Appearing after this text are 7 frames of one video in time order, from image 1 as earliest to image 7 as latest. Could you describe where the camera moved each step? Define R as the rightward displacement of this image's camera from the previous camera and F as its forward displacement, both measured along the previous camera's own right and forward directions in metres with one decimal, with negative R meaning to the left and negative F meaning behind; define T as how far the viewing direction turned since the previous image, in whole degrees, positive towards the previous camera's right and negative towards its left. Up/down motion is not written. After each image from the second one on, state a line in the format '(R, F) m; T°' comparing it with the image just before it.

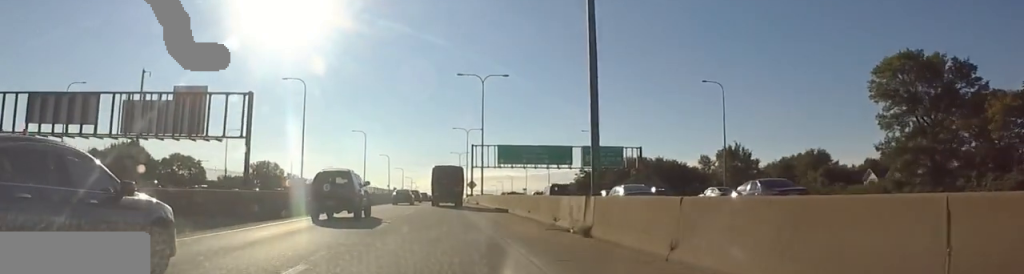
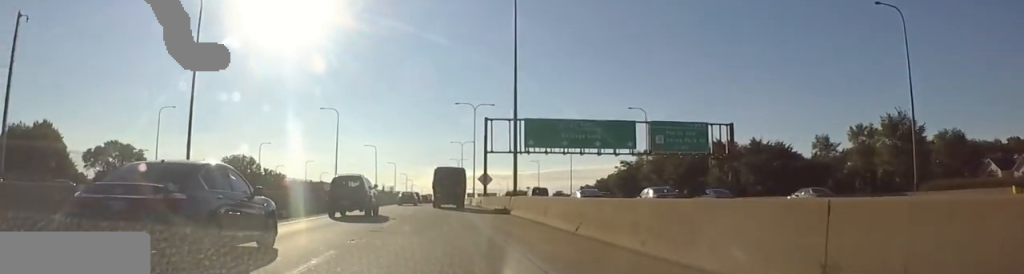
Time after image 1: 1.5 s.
(+0.1, +35.1) m; -1°
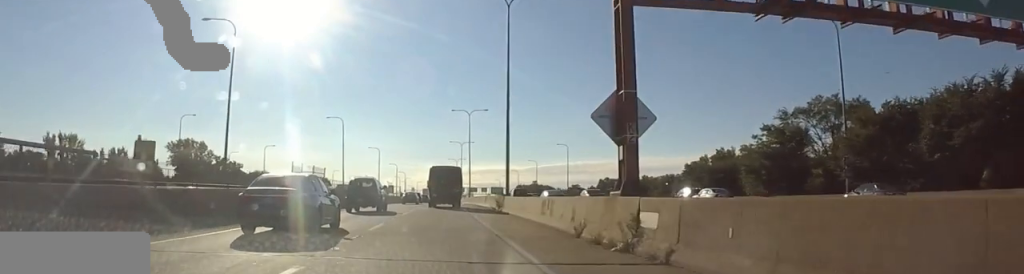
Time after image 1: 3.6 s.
(-1.4, +52.4) m; 0°
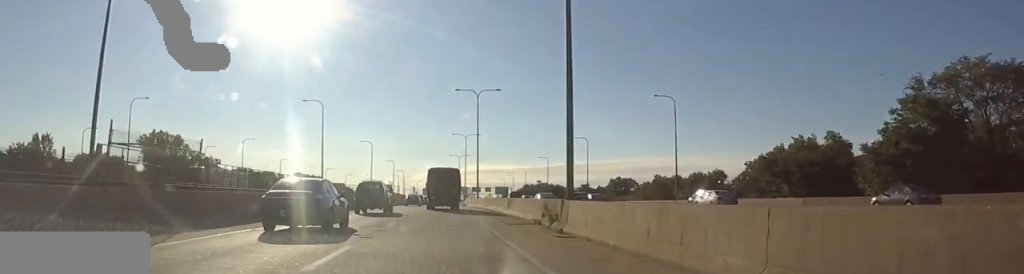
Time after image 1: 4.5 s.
(+0.4, +21.0) m; +2°
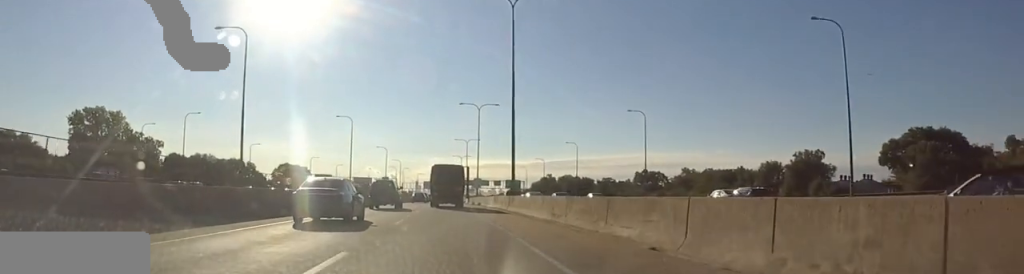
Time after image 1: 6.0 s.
(+0.6, +38.6) m; -1°
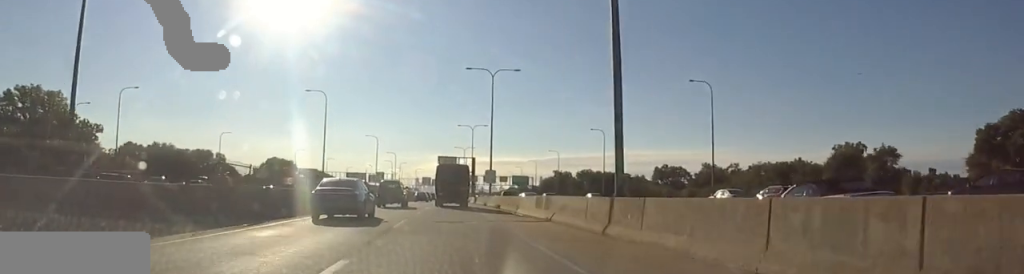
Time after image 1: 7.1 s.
(-1.1, +25.2) m; -3°
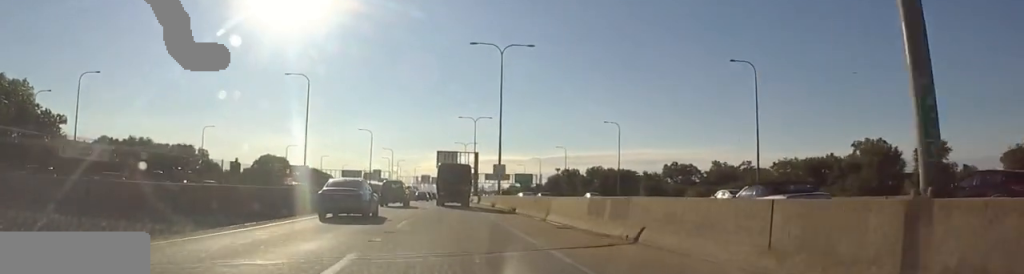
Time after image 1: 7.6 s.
(0.0, +11.4) m; +1°
